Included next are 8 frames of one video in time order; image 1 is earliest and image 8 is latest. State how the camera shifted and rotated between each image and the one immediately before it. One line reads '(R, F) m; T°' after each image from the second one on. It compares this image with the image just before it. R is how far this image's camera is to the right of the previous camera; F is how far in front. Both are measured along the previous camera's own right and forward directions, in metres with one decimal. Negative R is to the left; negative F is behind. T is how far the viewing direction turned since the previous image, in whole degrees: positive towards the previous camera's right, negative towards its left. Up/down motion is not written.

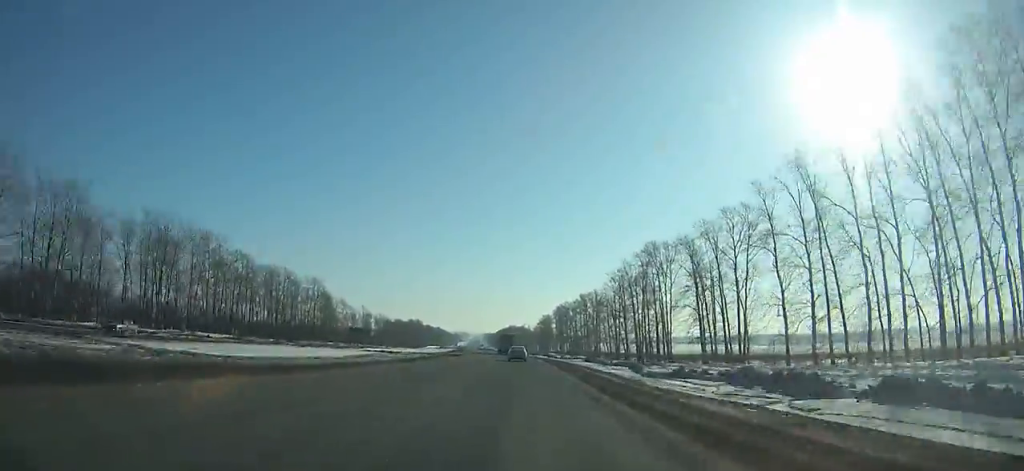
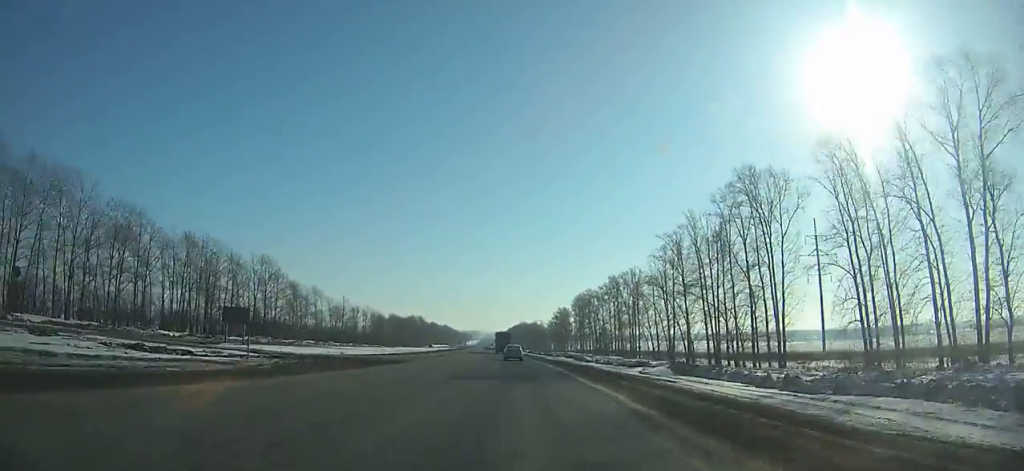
(-0.4, +46.3) m; -1°
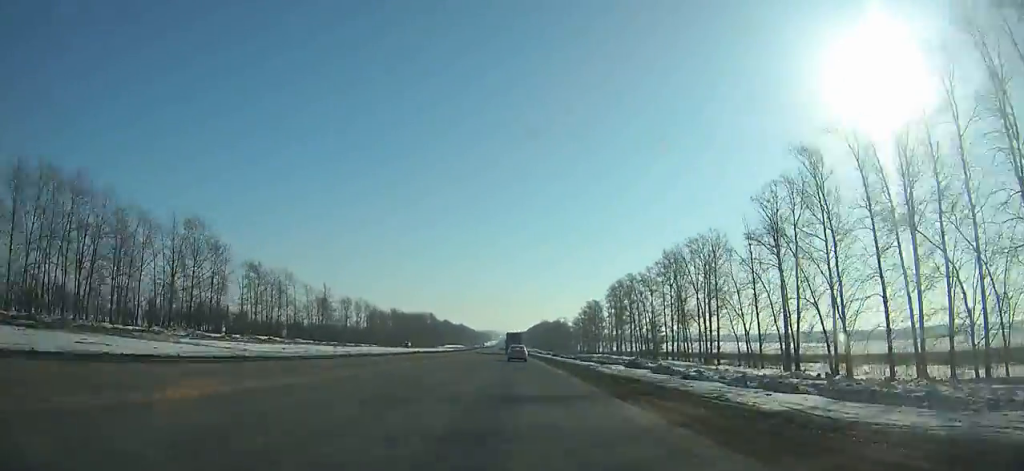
(-0.2, +43.4) m; -1°
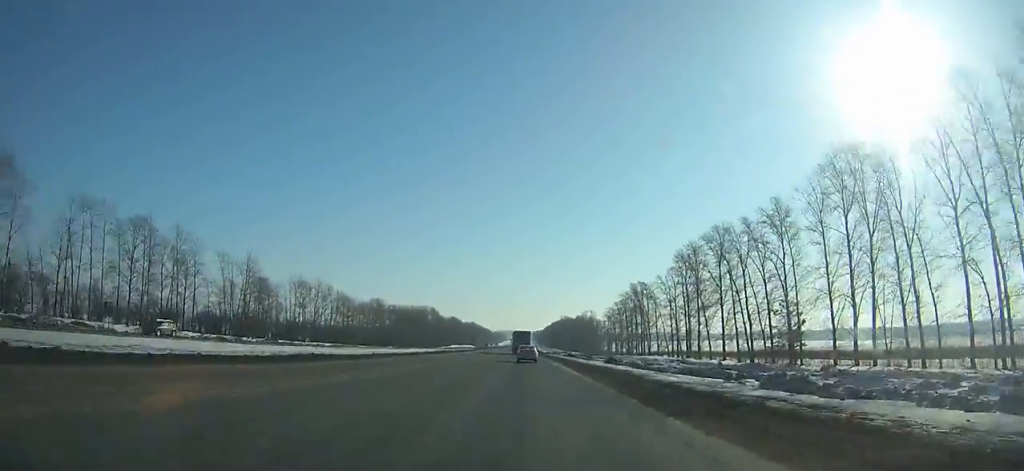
(-1.3, +62.6) m; -1°
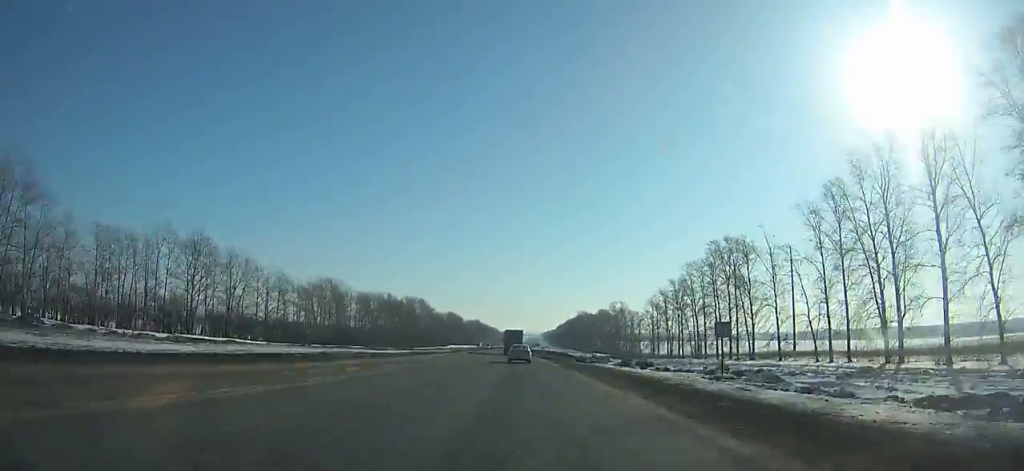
(-0.7, +66.9) m; -1°
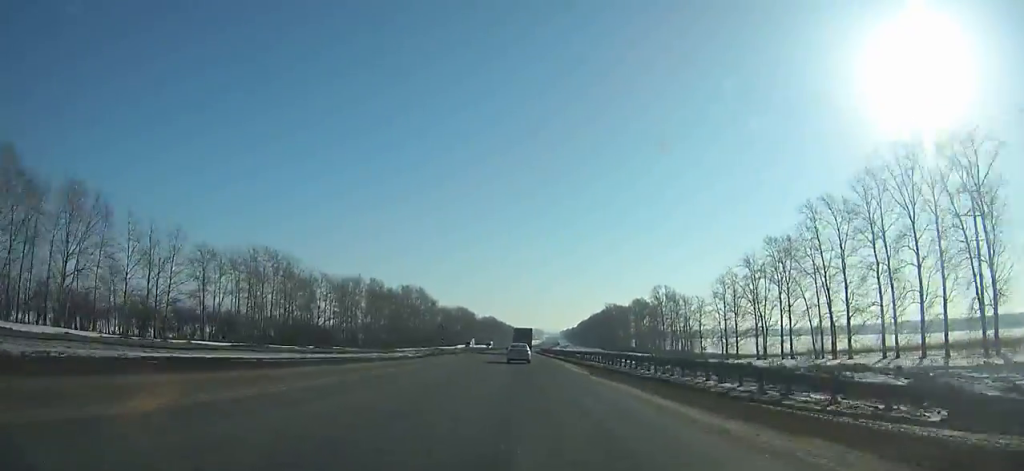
(-0.4, +49.4) m; -1°
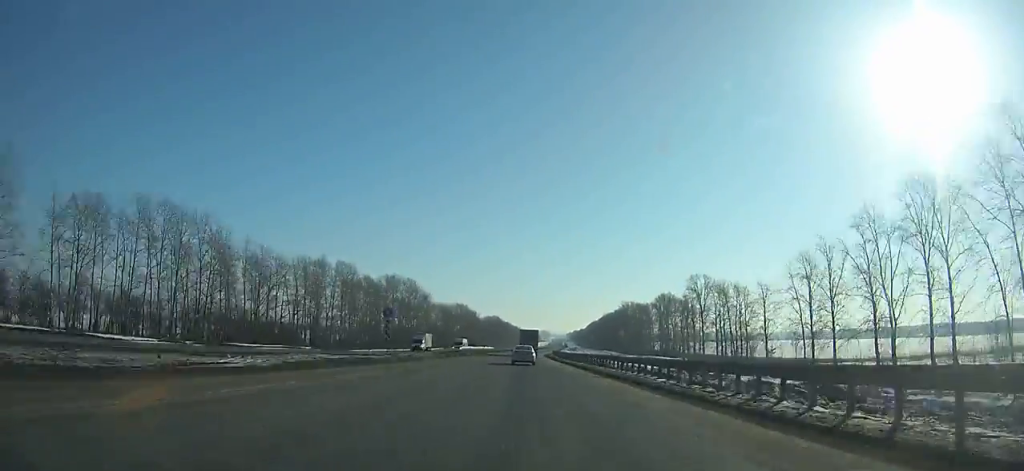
(-0.4, +37.0) m; 0°
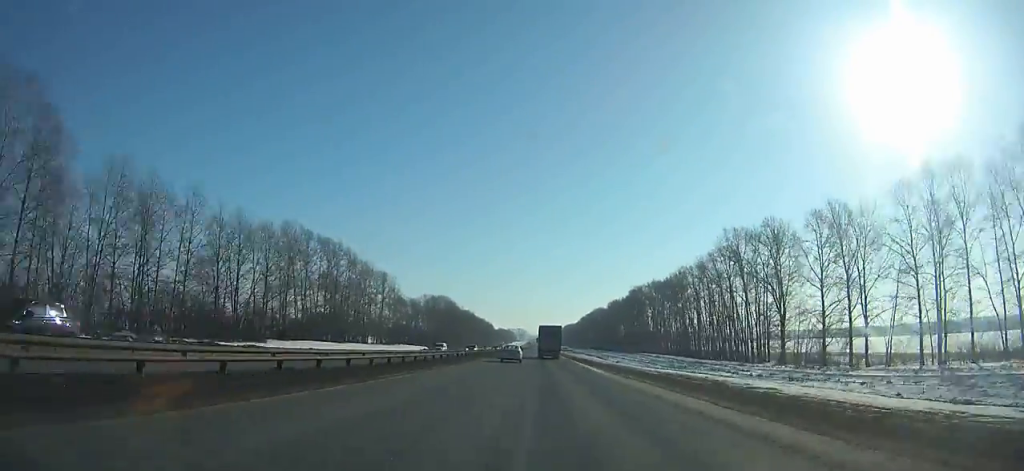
(+2.8, +191.2) m; +2°
